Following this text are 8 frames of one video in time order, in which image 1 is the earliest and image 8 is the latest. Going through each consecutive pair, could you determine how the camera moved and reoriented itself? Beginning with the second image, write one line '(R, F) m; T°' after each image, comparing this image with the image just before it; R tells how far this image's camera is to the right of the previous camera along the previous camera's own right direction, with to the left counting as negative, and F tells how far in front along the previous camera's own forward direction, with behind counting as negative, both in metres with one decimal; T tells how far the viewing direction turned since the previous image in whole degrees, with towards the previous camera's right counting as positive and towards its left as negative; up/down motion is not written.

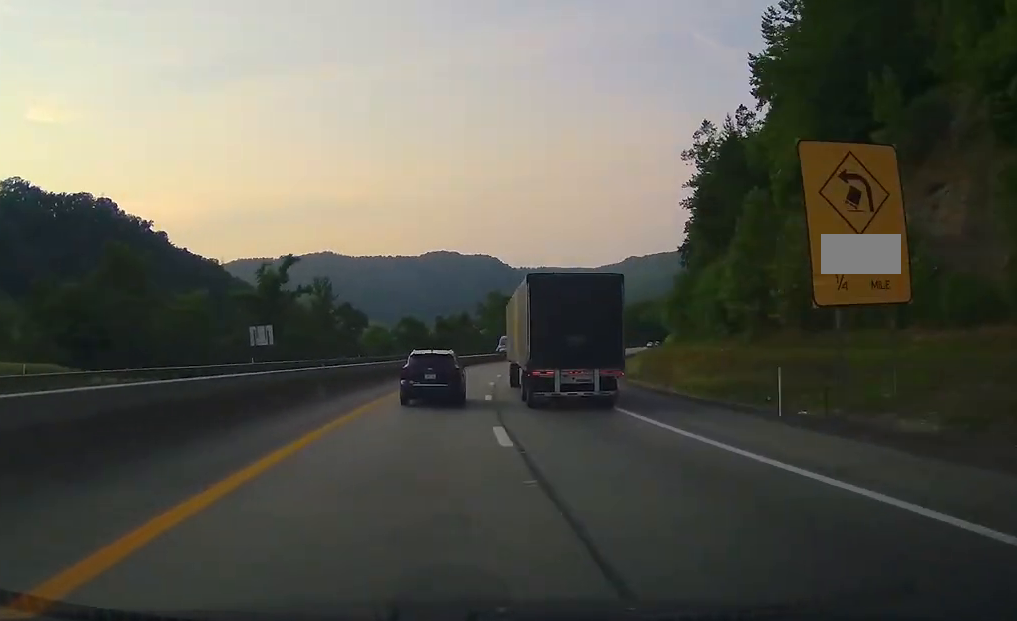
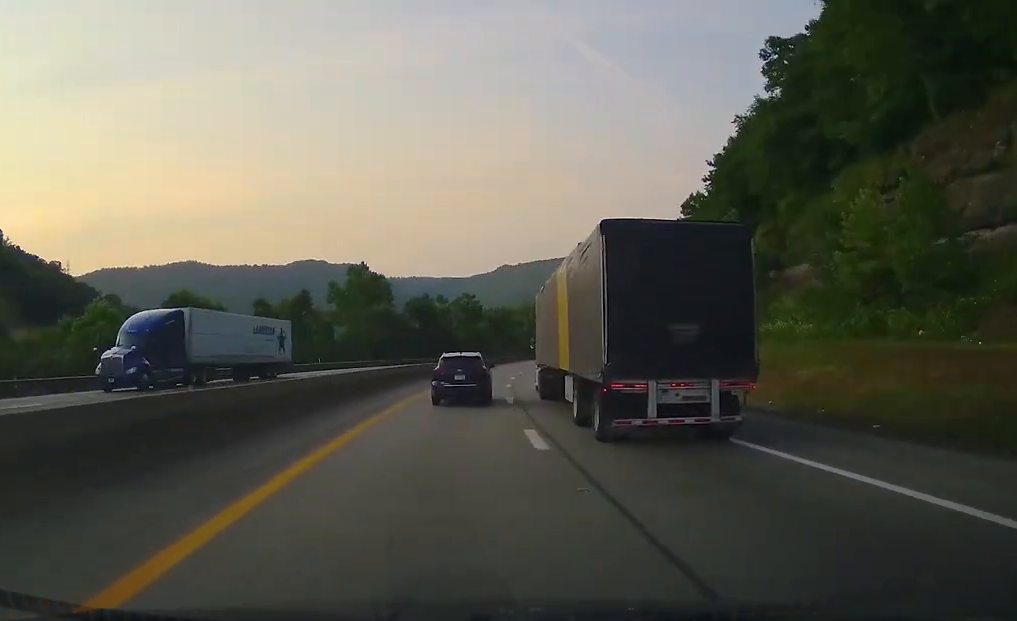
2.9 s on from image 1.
(+5.3, +75.6) m; +11°
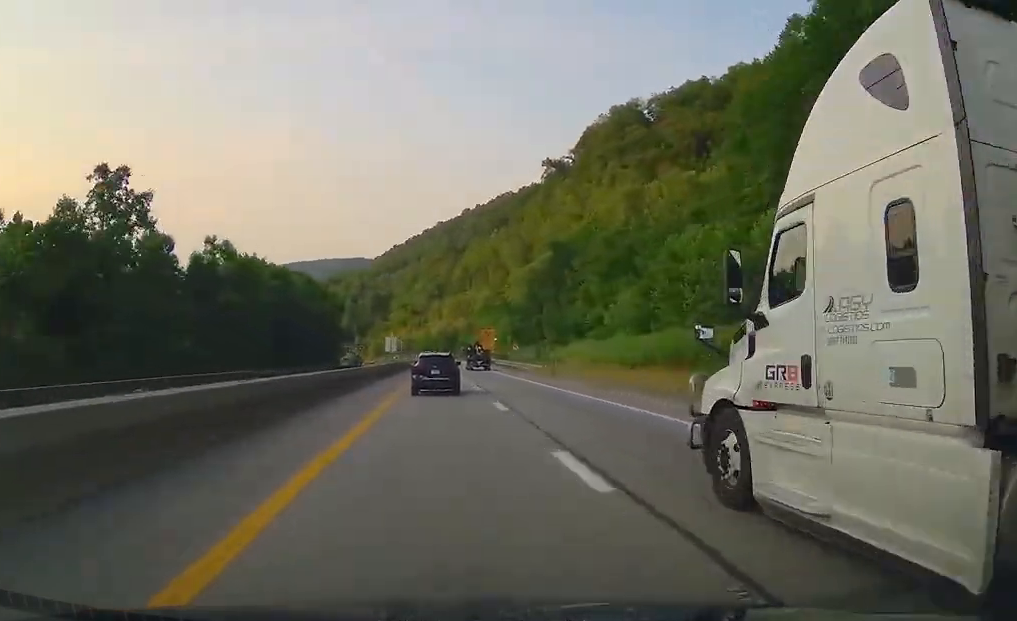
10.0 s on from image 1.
(+34.1, +199.5) m; +12°
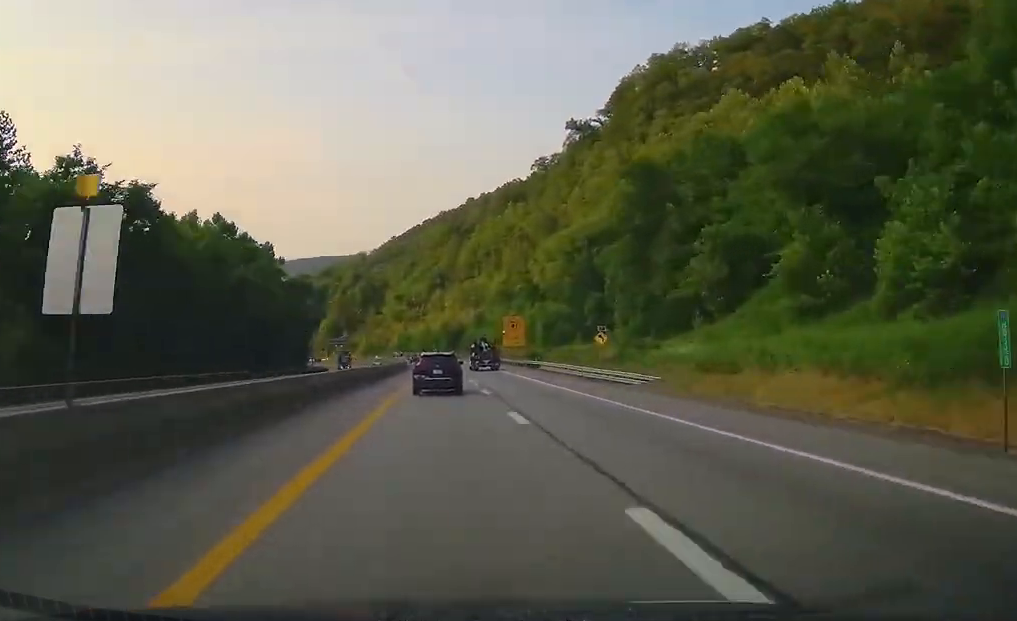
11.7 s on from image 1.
(-0.2, +51.8) m; -2°
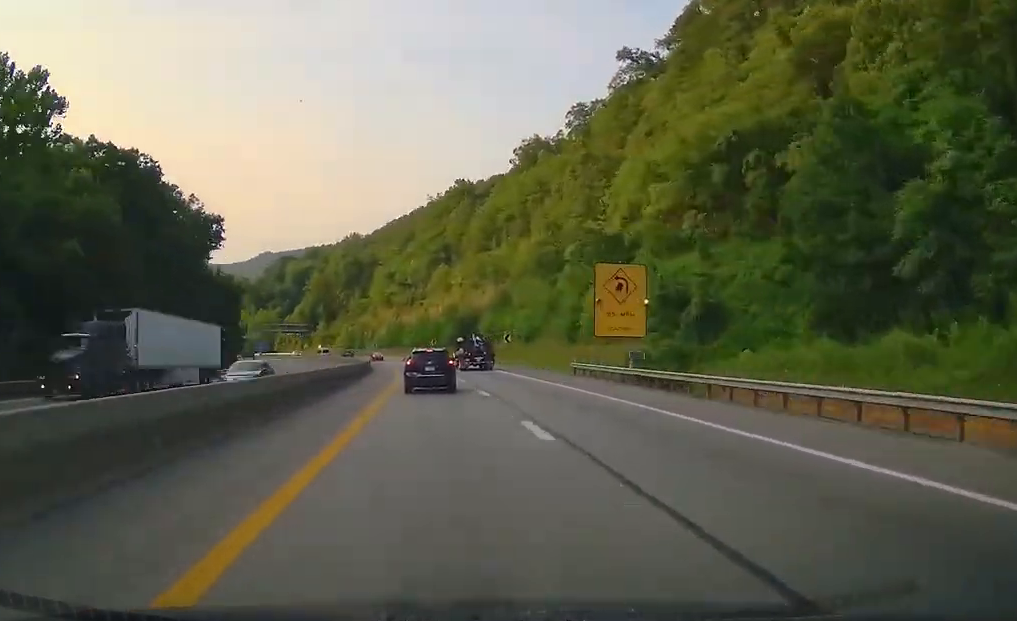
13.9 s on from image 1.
(+1.7, +64.0) m; -4°
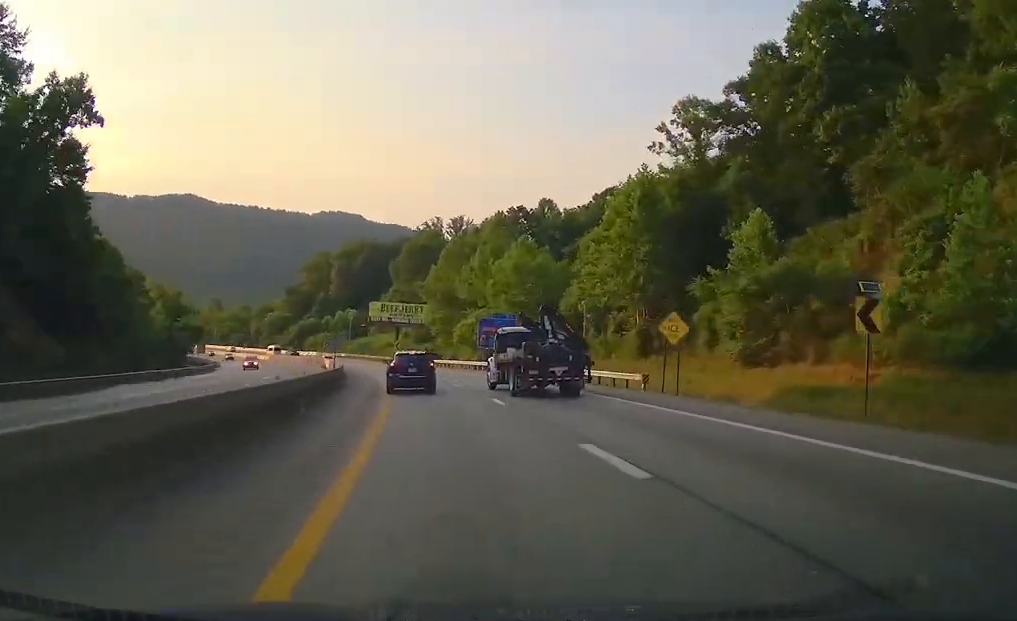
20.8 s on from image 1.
(-43.0, +191.5) m; -29°
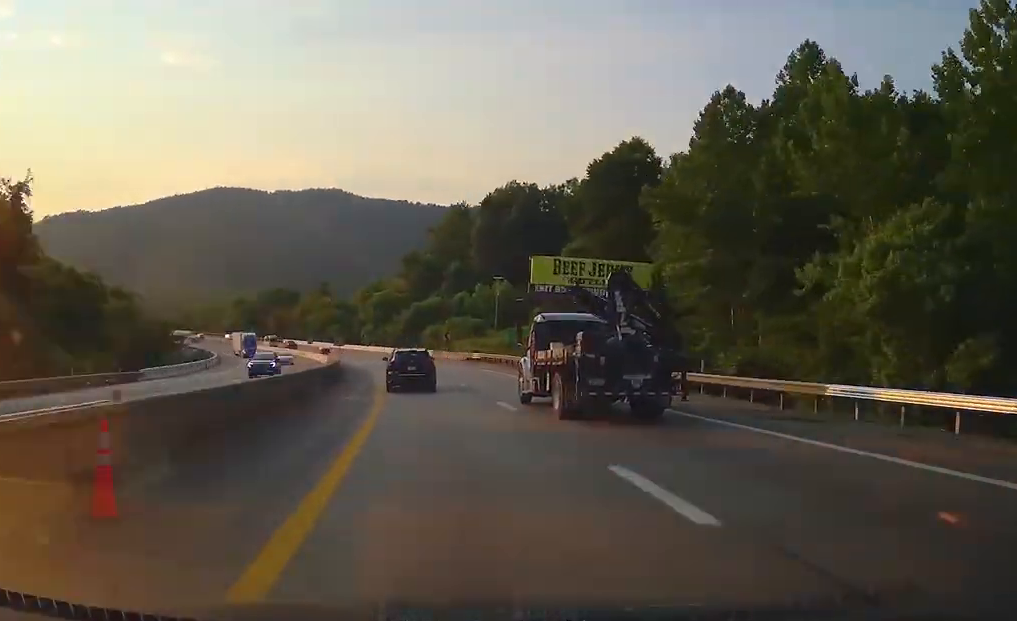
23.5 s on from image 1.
(-7.5, +71.5) m; -13°
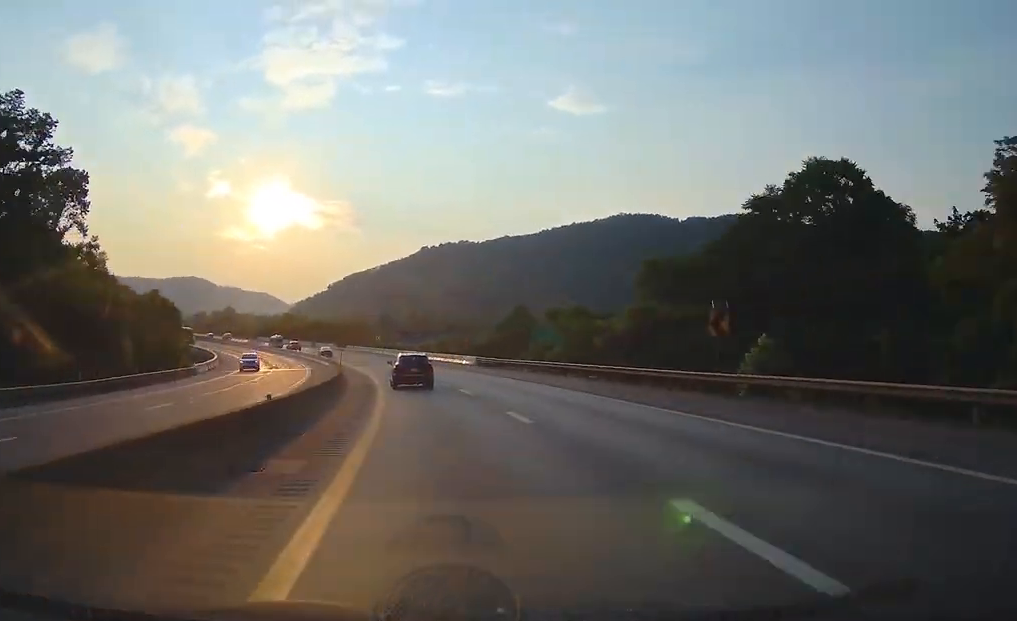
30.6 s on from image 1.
(-53.8, +191.8) m; -34°
